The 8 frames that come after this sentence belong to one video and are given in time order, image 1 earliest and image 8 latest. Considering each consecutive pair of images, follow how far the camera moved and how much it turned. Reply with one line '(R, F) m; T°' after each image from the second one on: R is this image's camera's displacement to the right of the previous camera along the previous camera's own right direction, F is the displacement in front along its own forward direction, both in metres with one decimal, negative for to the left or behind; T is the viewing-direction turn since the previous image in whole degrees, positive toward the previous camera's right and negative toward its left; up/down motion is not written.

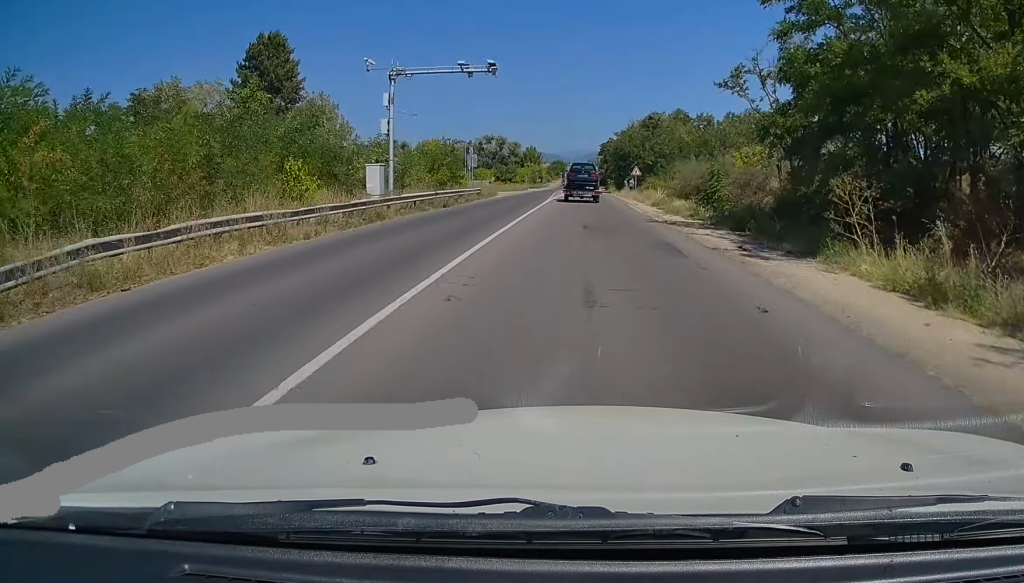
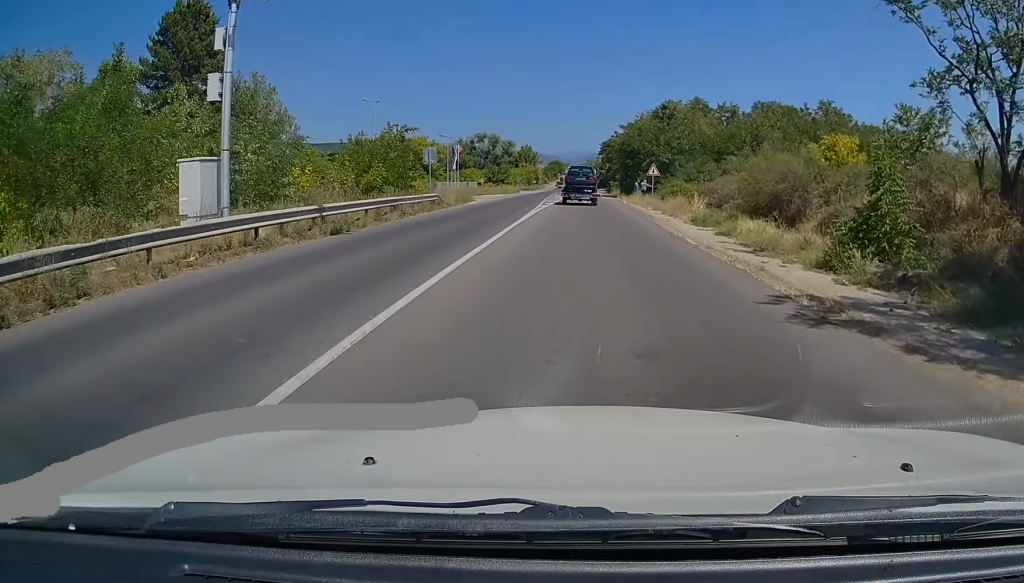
(0.0, +14.5) m; 0°
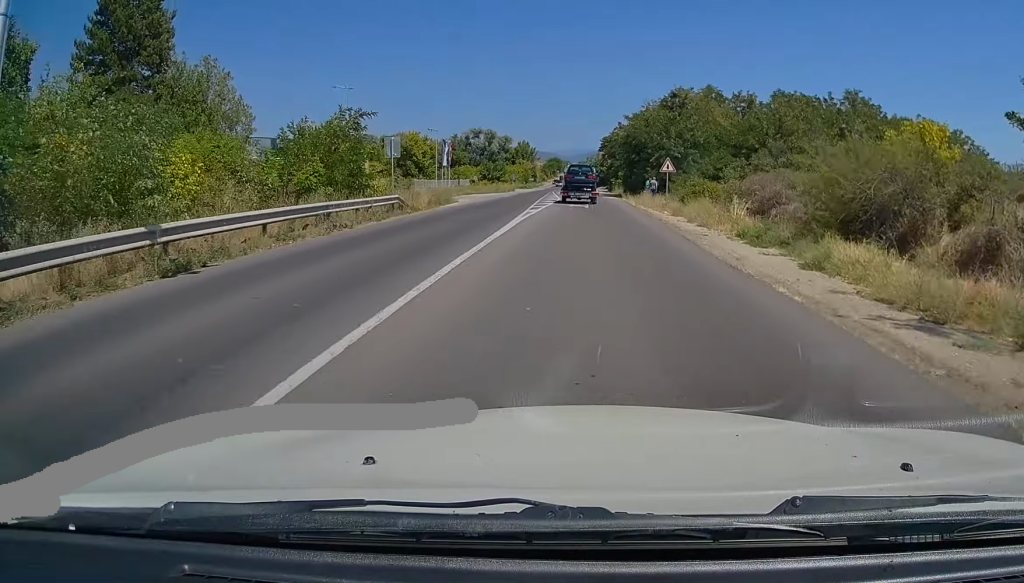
(0.0, +7.5) m; 0°
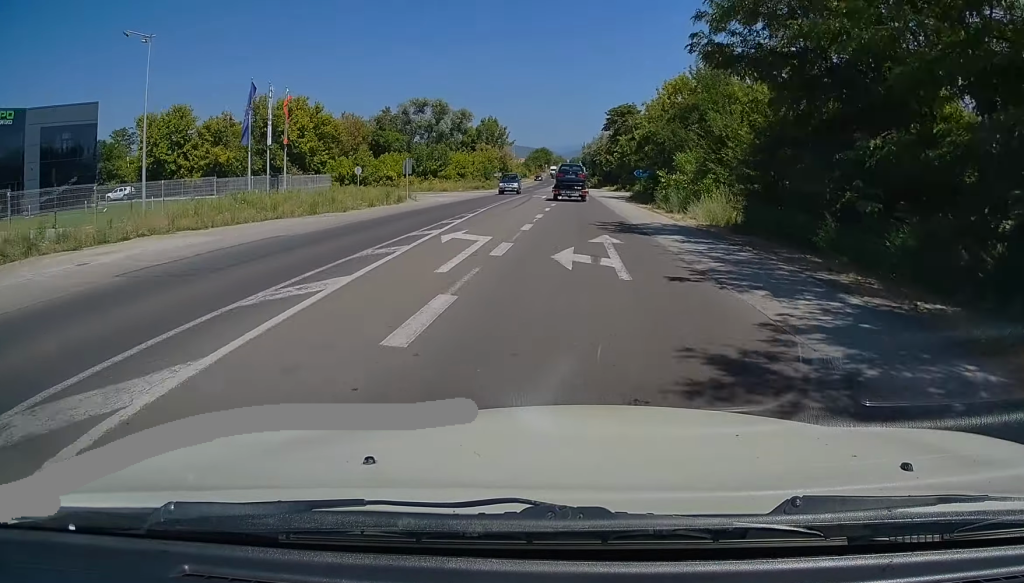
(-0.4, +61.7) m; 0°
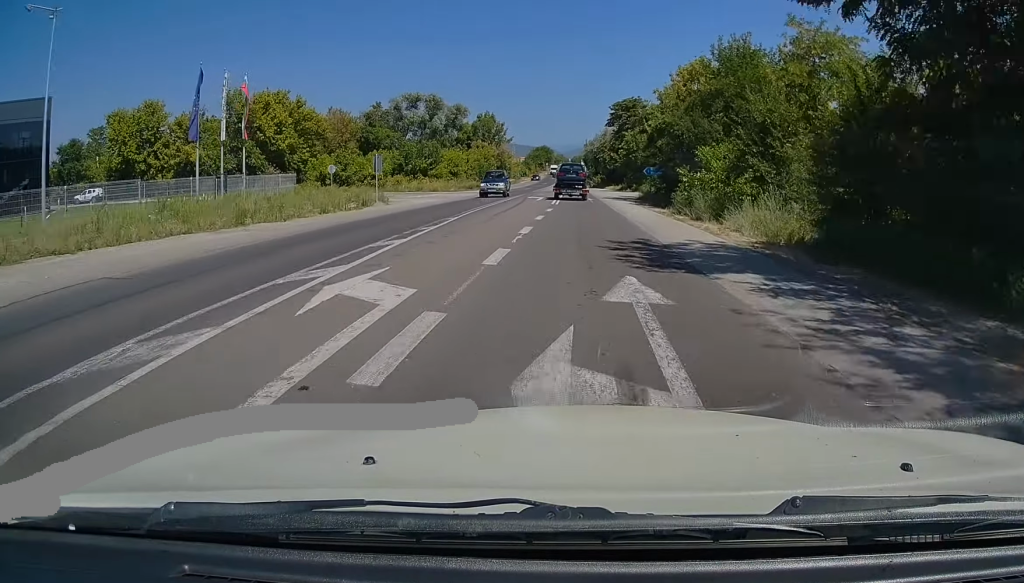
(0.0, +6.9) m; 0°
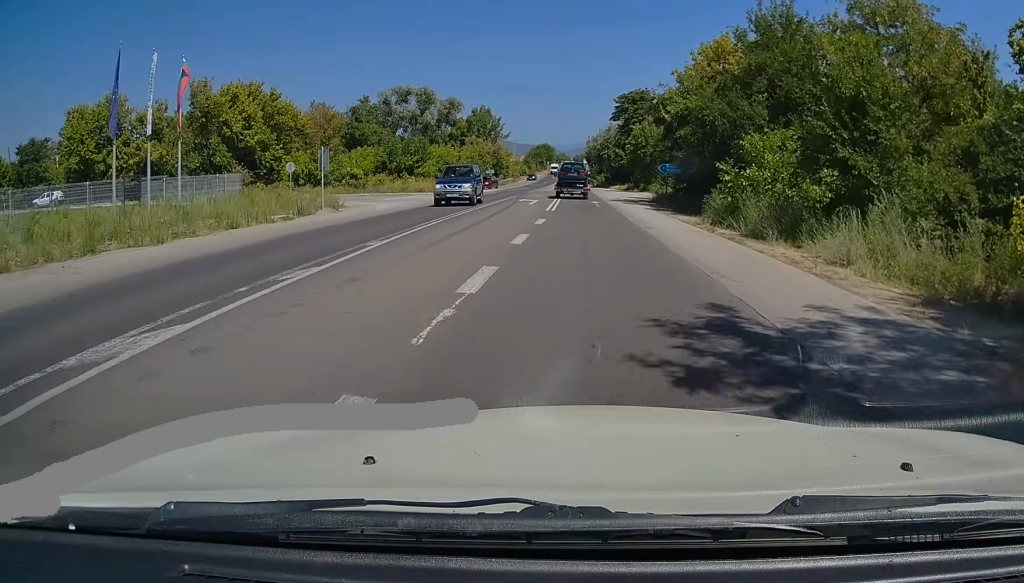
(0.0, +8.1) m; 0°
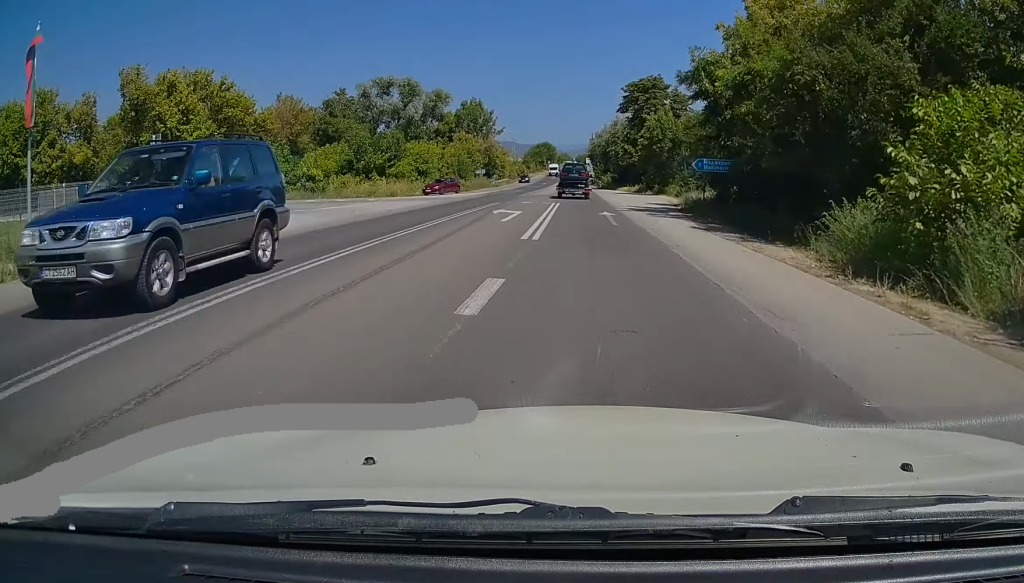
(0.0, +12.2) m; 0°
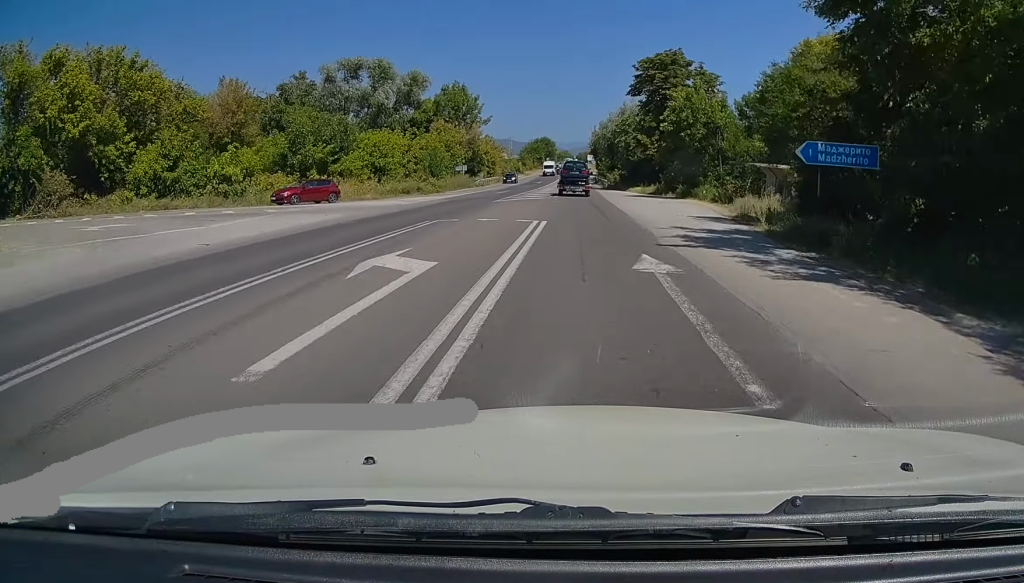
(0.0, +15.0) m; 0°
